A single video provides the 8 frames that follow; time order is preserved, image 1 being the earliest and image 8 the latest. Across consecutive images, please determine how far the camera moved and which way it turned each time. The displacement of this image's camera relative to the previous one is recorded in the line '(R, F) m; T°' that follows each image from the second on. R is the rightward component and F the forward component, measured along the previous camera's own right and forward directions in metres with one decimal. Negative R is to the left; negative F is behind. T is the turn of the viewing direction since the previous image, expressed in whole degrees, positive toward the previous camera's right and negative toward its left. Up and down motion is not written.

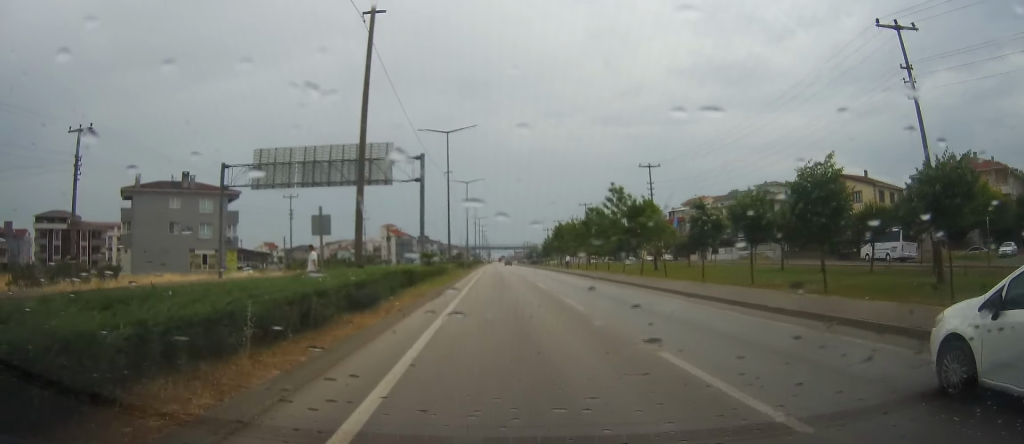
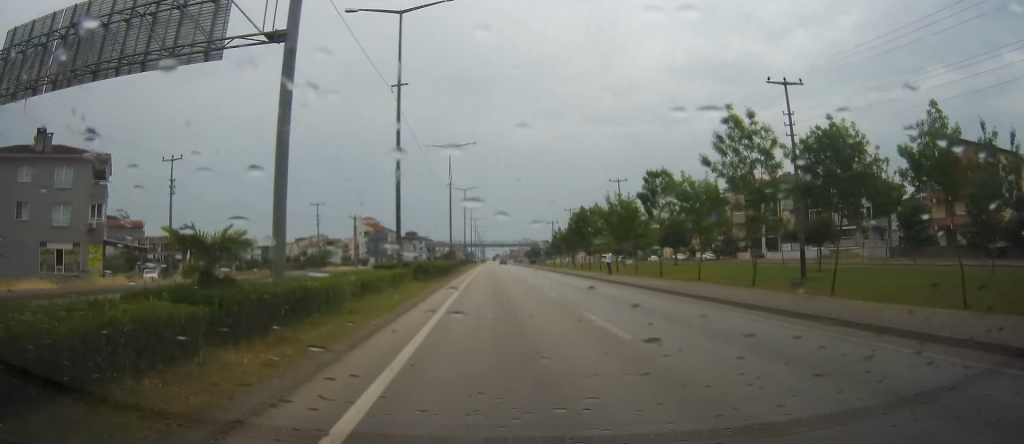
(-0.2, +29.5) m; 0°
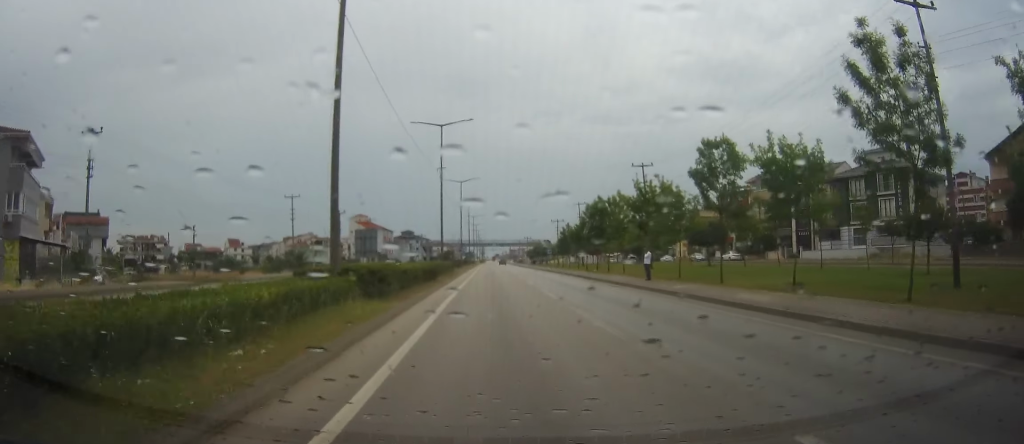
(-0.1, +11.2) m; +1°
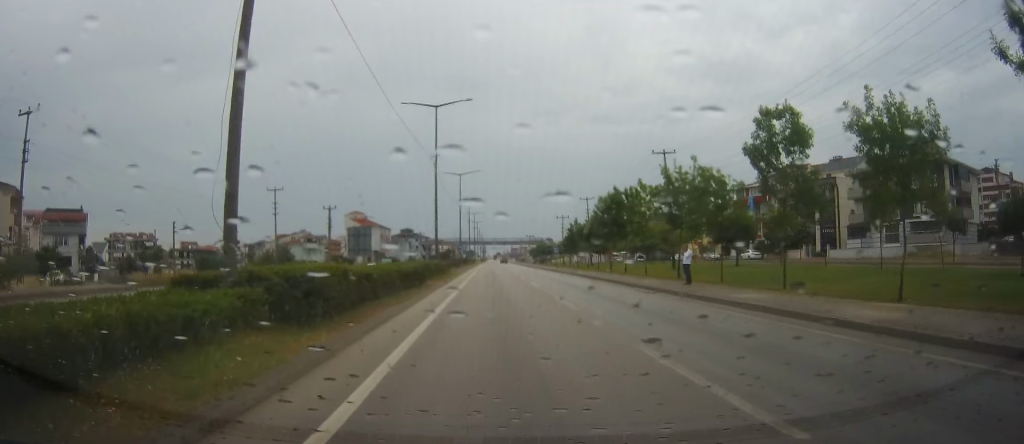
(+0.2, +7.2) m; 0°
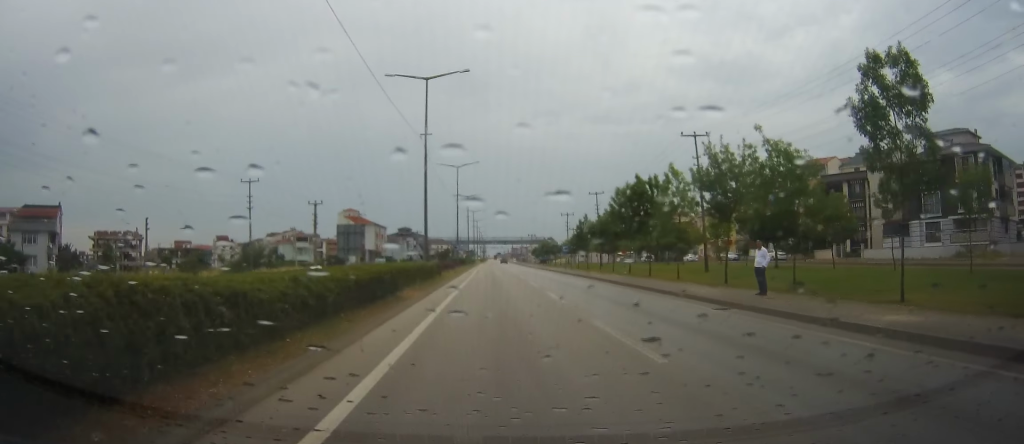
(+0.2, +7.9) m; 0°
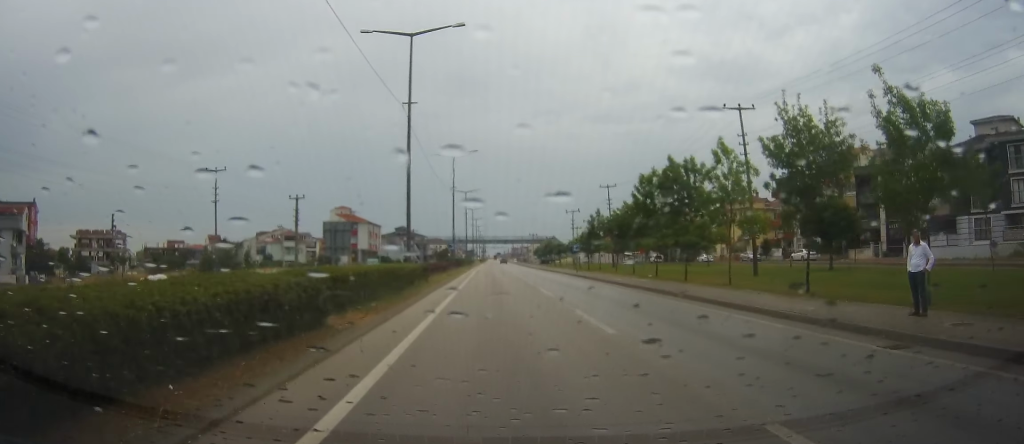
(-0.3, +8.5) m; -1°
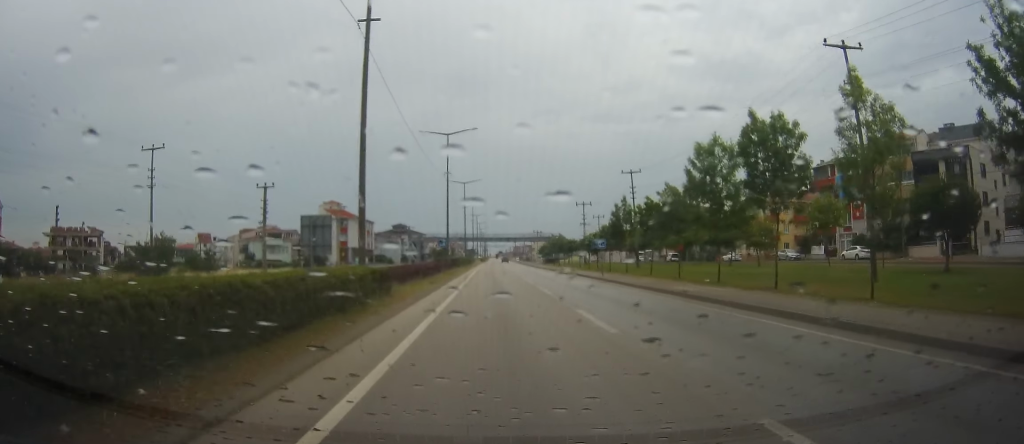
(-0.1, +12.1) m; 0°
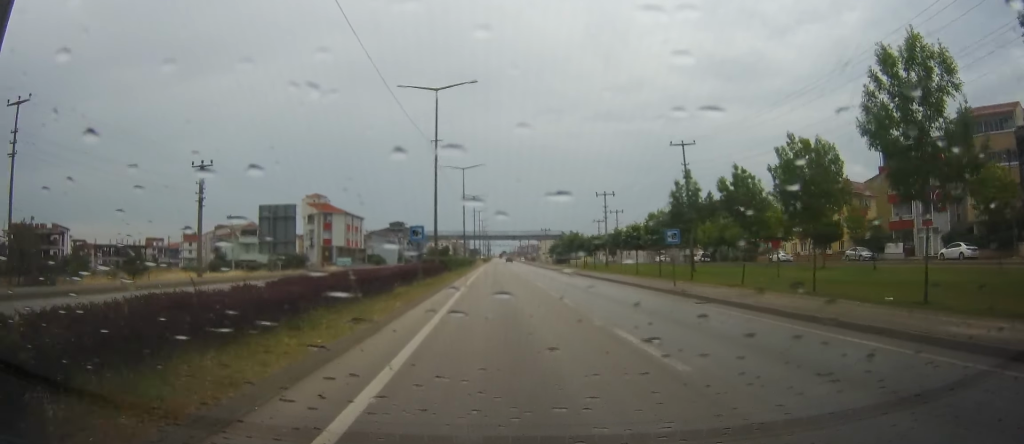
(+0.3, +17.0) m; +1°
